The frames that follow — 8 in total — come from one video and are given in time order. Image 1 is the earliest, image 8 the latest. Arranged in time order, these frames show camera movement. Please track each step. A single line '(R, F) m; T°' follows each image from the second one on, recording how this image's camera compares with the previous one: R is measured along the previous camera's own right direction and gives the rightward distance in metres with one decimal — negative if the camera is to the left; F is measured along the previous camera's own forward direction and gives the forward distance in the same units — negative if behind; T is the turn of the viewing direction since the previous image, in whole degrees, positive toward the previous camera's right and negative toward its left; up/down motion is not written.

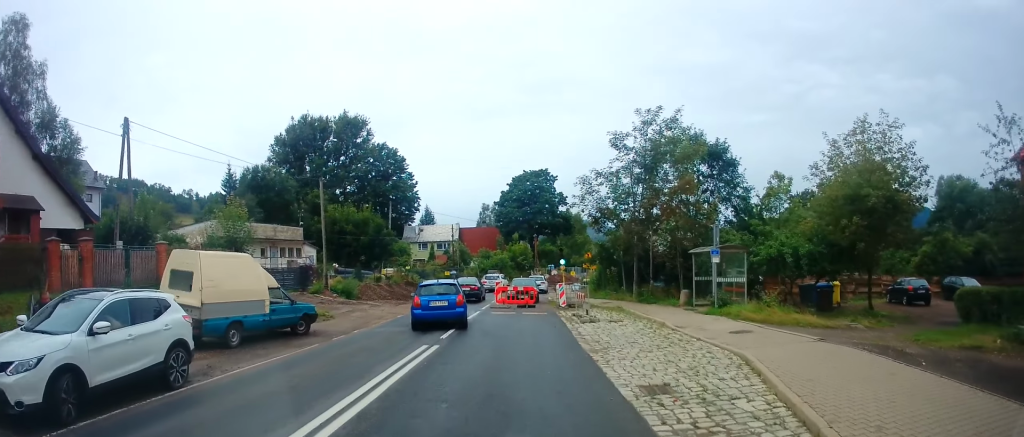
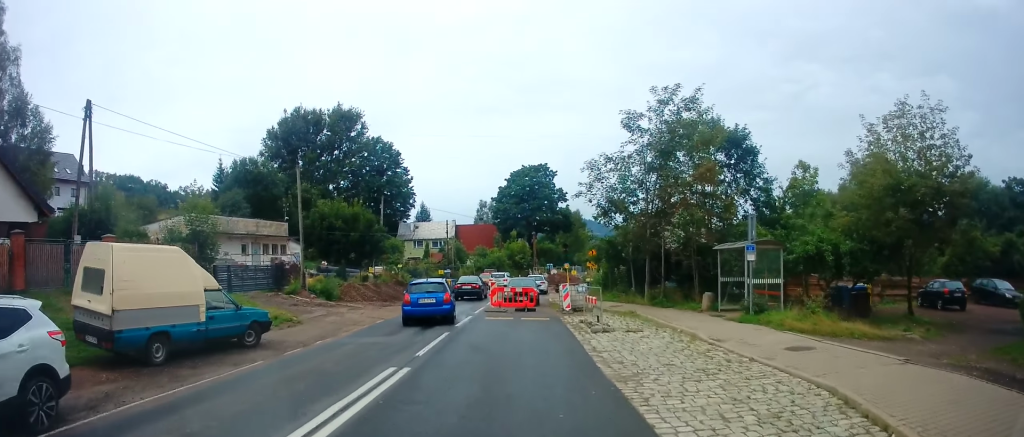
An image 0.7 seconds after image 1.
(-0.3, +3.2) m; +1°
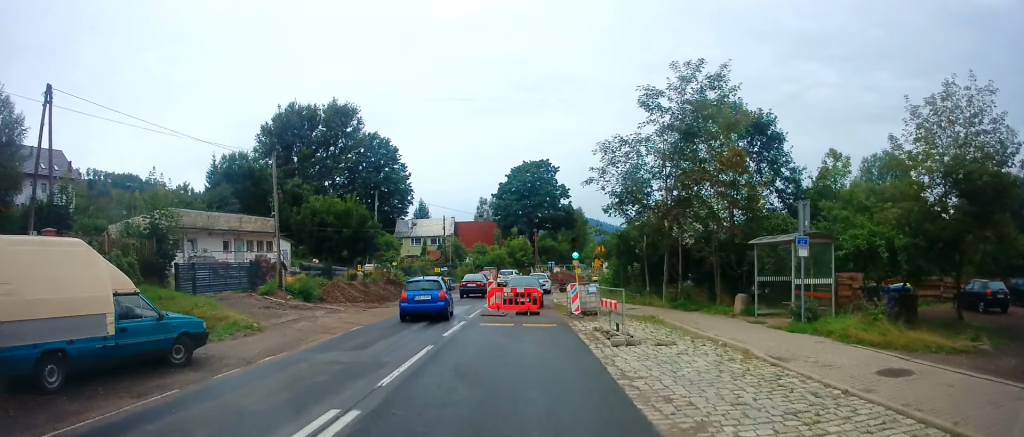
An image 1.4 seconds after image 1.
(0.0, +3.1) m; +1°
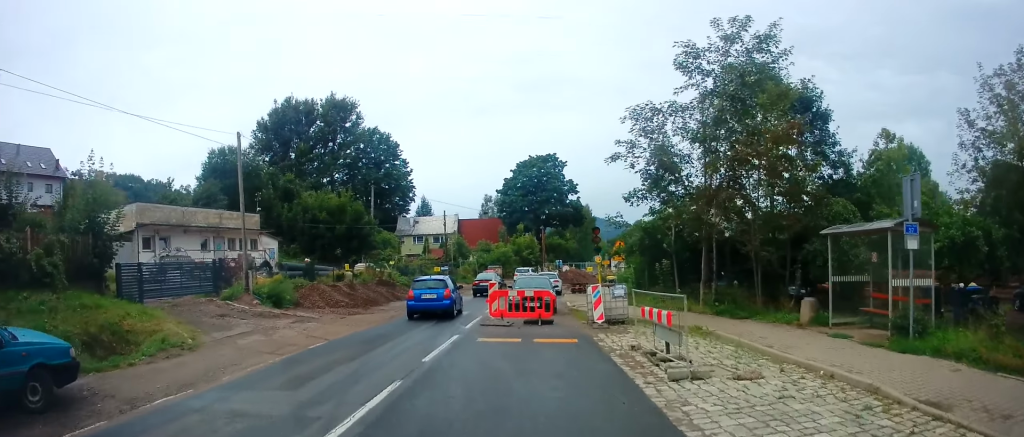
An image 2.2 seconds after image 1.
(+0.3, +3.8) m; 0°
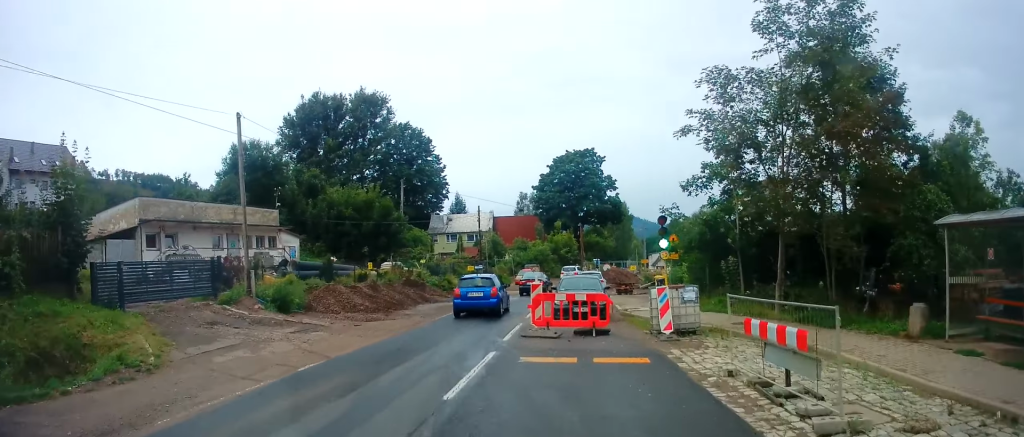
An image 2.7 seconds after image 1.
(-0.2, +2.9) m; -6°
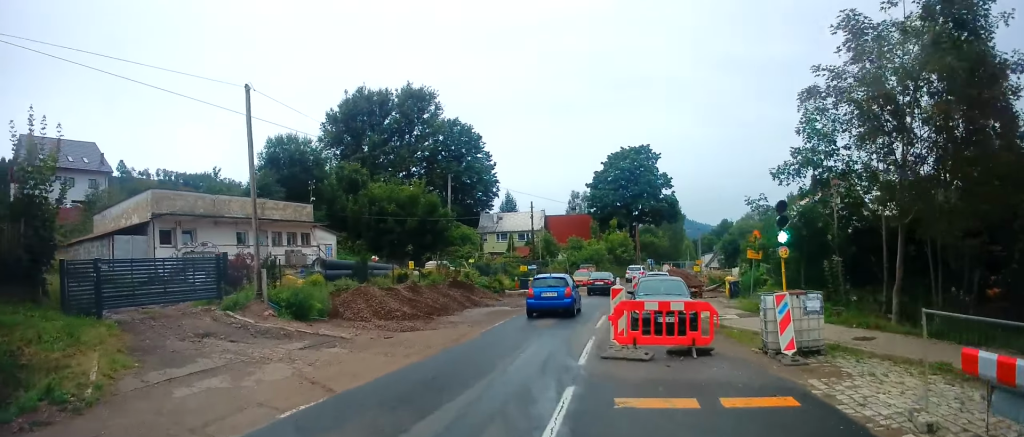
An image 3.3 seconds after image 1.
(-0.1, +3.2) m; -5°
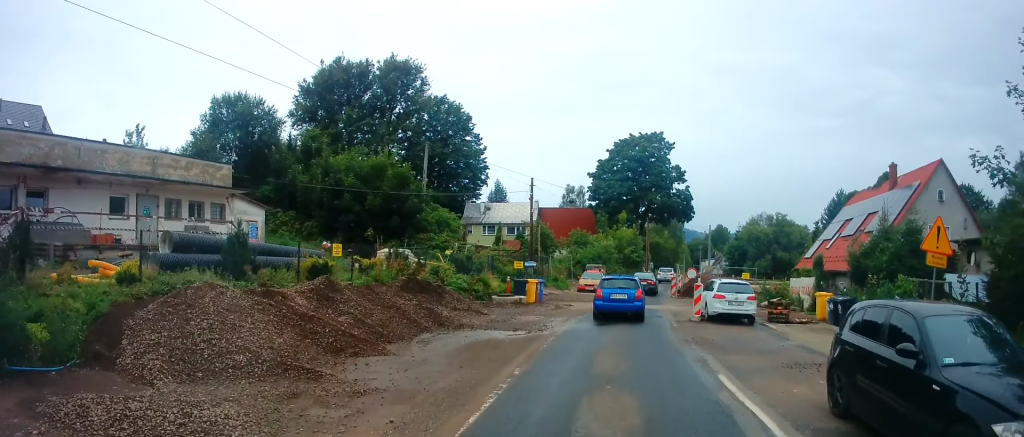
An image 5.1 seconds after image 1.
(-0.8, +10.9) m; +3°
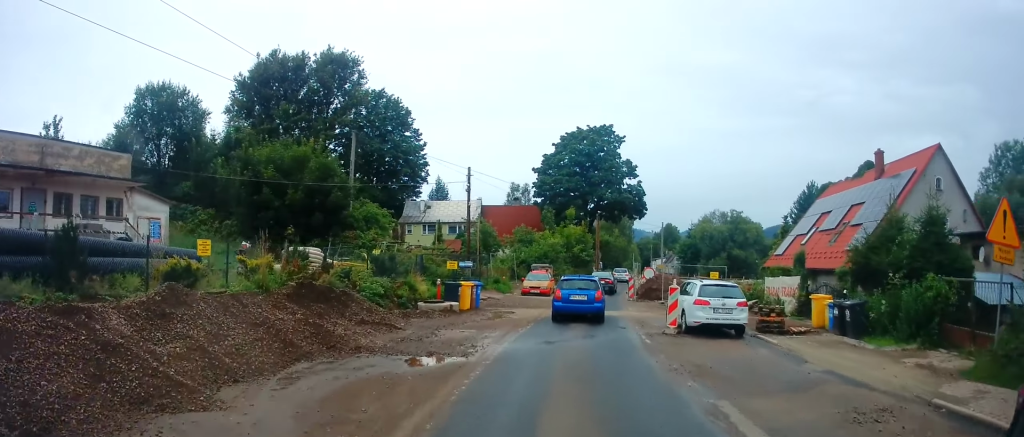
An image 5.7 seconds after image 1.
(+0.5, +4.1) m; +4°
